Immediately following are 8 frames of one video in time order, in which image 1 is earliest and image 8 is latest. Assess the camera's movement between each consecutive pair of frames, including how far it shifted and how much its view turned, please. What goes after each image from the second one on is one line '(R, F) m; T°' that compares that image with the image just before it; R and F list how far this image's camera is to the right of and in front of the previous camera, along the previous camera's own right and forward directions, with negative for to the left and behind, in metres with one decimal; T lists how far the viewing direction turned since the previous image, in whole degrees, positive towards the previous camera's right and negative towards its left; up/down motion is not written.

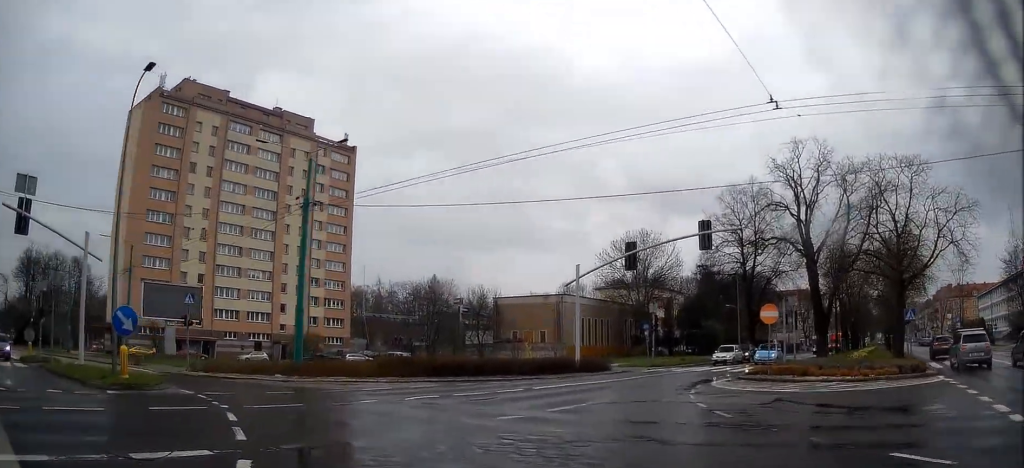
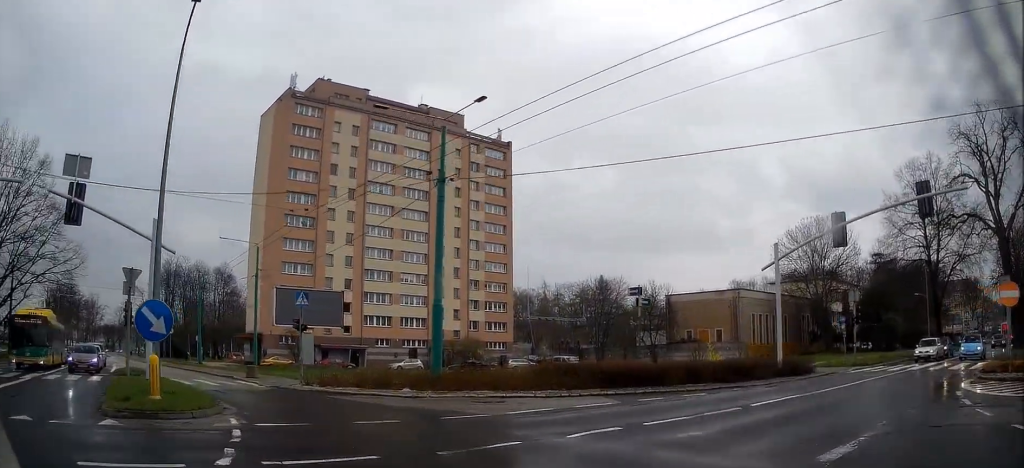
(-0.7, +6.0) m; -14°
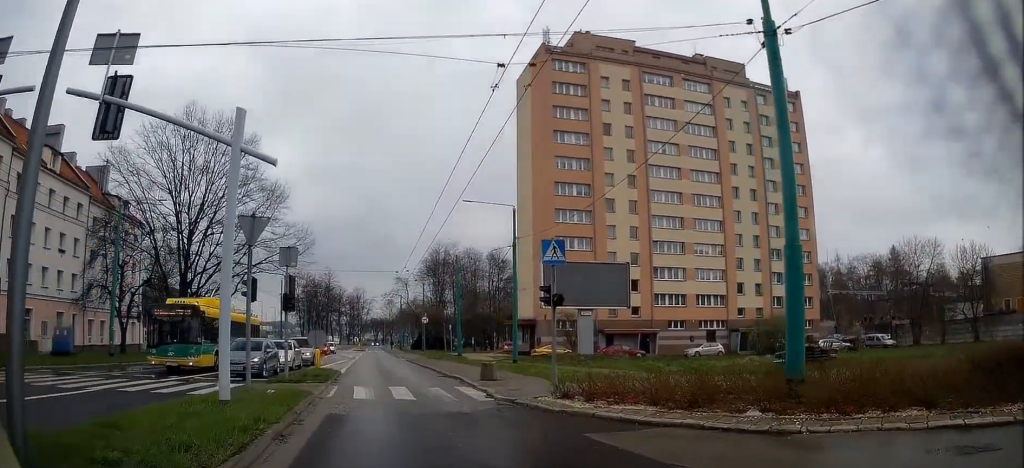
(-2.2, +10.8) m; -28°
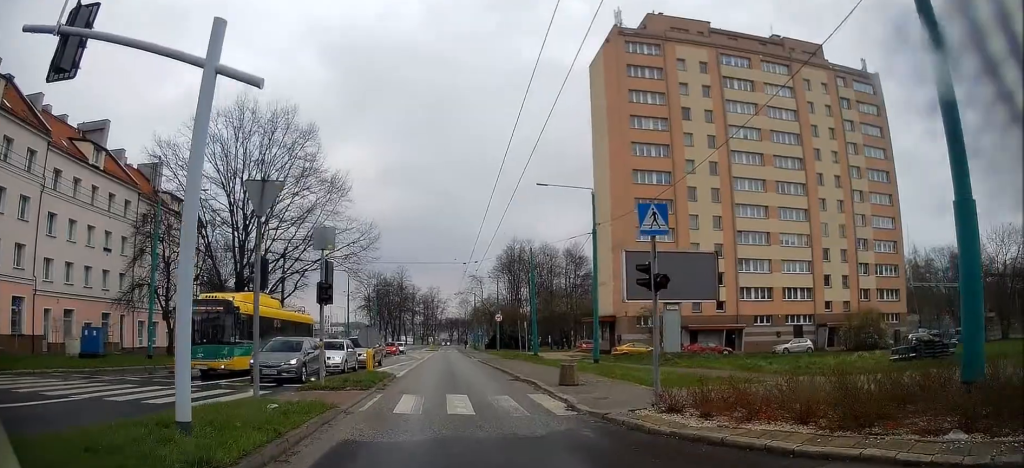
(-0.7, +3.6) m; -7°
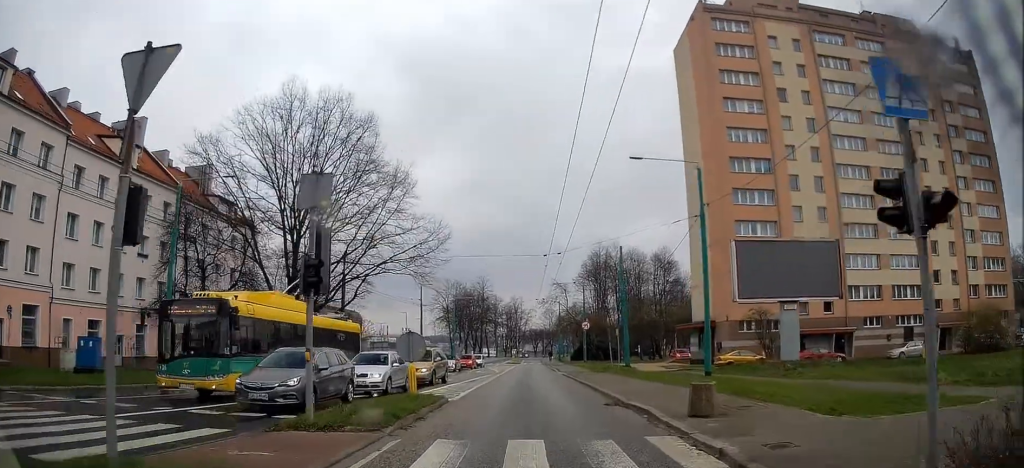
(-0.7, +6.1) m; -11°
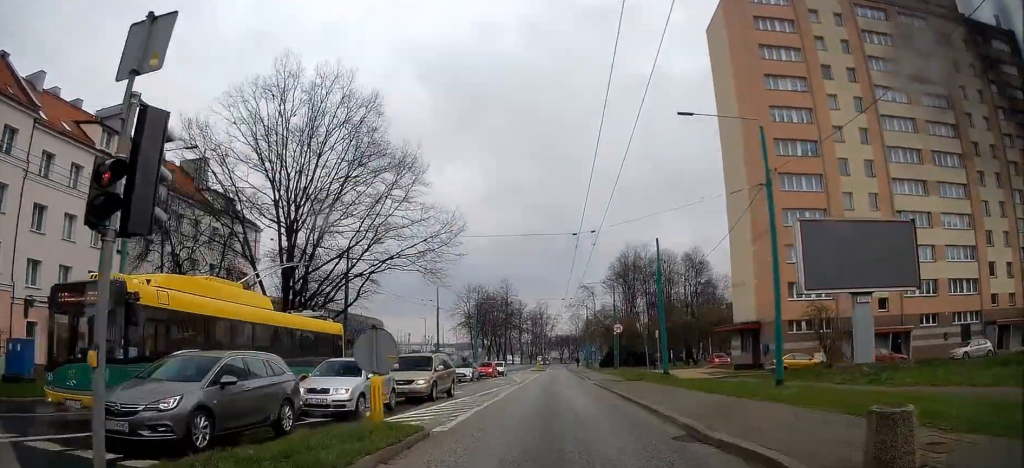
(-0.1, +5.3) m; -7°
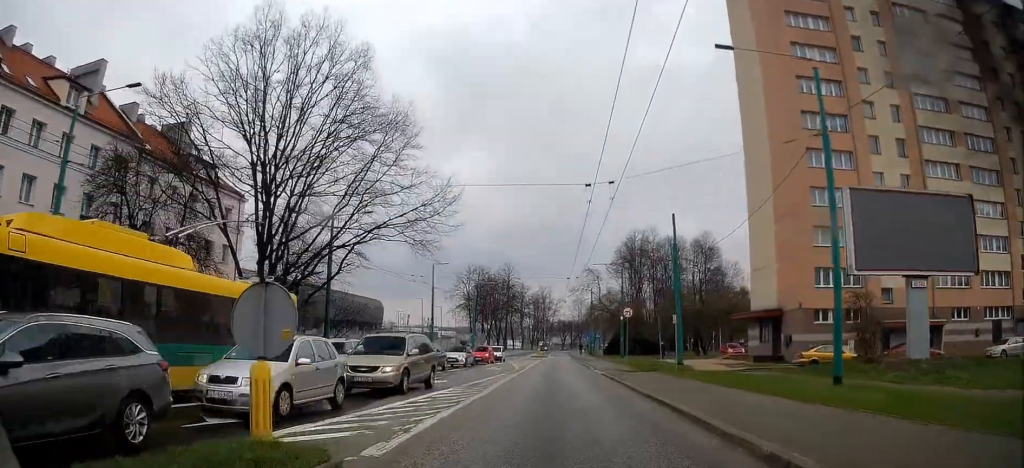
(-0.4, +4.1) m; -3°
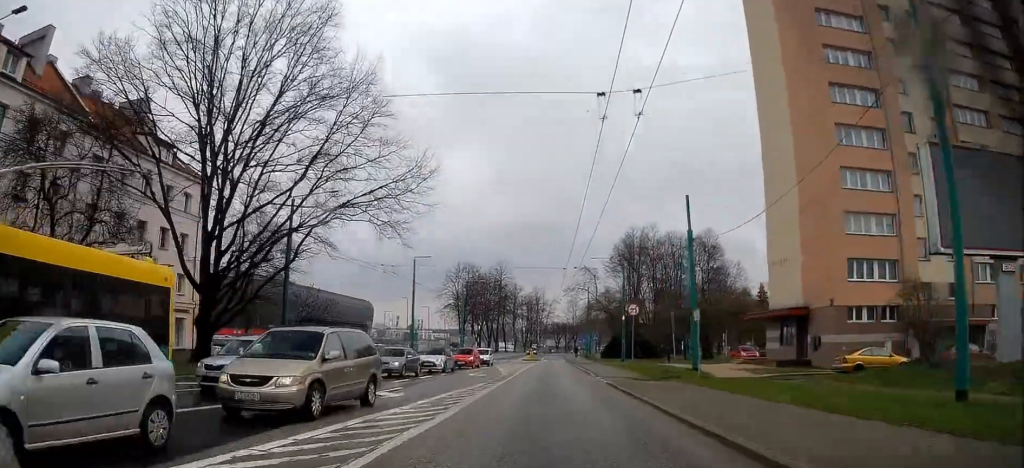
(-0.5, +5.4) m; -3°
